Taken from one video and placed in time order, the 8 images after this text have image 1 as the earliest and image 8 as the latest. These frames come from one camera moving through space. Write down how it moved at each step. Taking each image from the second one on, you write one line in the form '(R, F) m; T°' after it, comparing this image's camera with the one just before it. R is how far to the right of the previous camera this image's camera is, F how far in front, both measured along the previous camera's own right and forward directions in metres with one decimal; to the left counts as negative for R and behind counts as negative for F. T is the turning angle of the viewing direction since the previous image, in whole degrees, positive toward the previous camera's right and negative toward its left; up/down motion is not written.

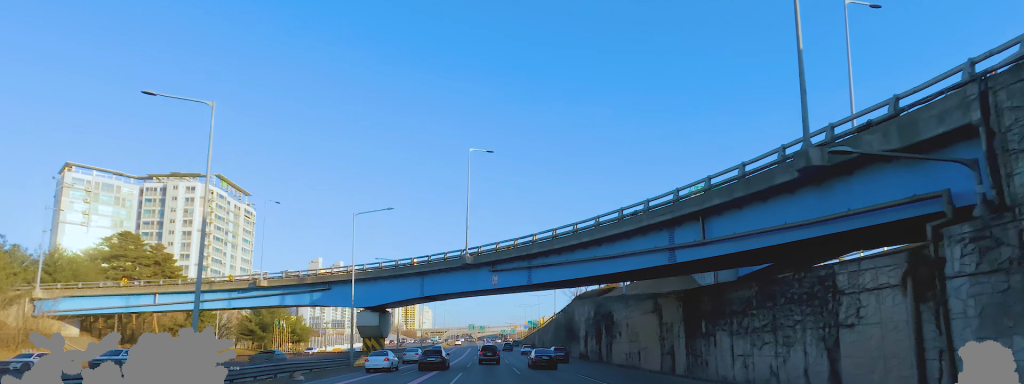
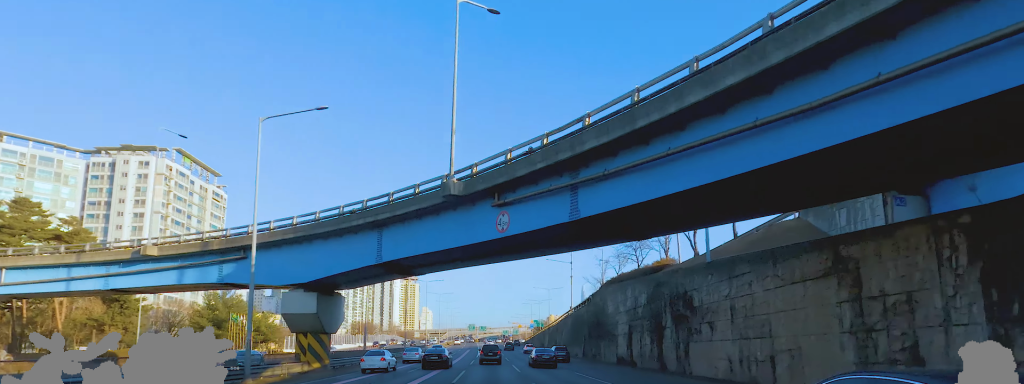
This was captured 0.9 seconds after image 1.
(+0.8, +17.6) m; -1°
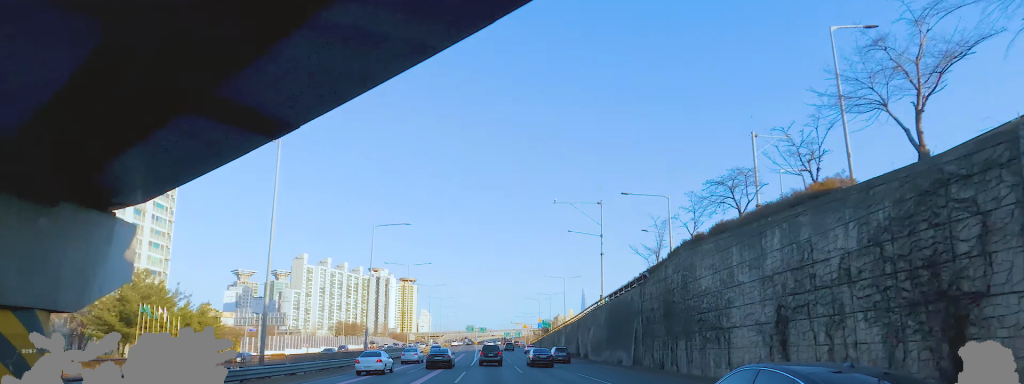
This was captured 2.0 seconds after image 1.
(-1.4, +21.3) m; -1°
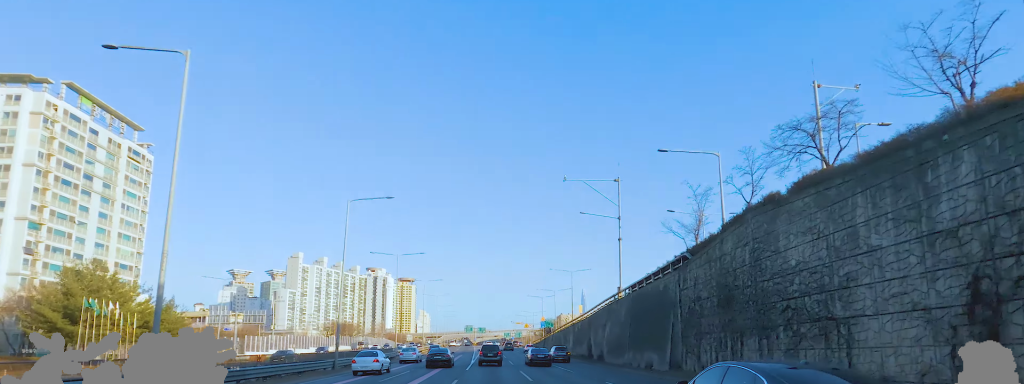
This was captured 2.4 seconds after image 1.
(-0.1, +8.2) m; +2°
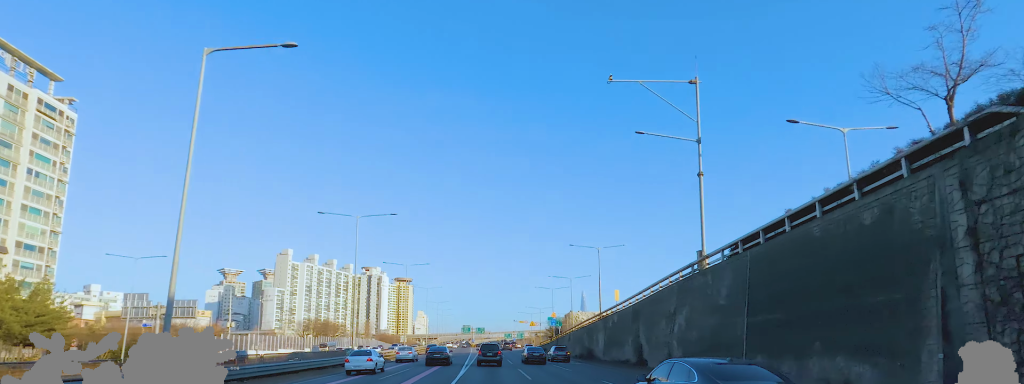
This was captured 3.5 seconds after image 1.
(+1.2, +19.4) m; +1°
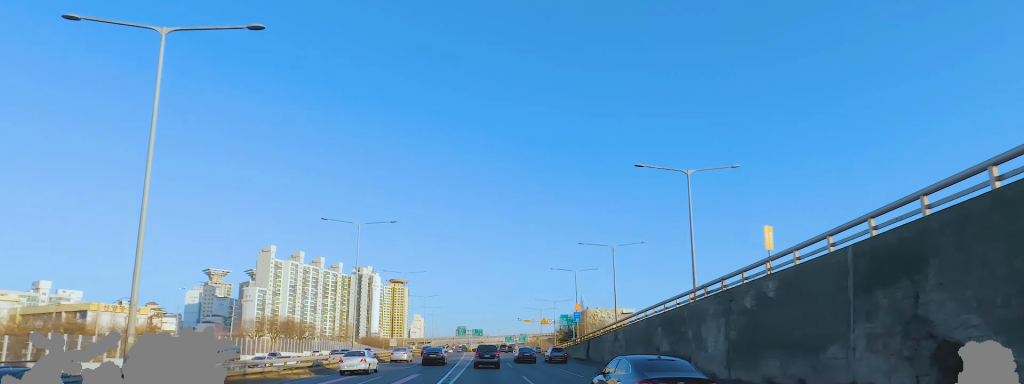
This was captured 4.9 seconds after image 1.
(-1.2, +26.5) m; -3°
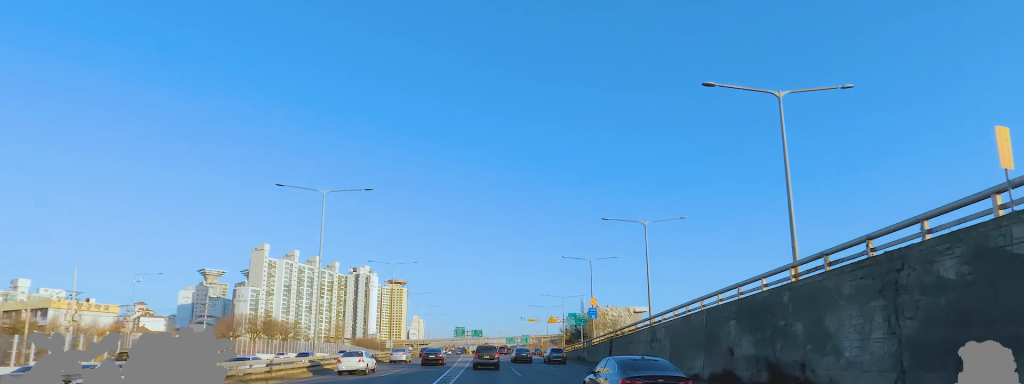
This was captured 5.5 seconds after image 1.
(+0.2, +10.0) m; 0°
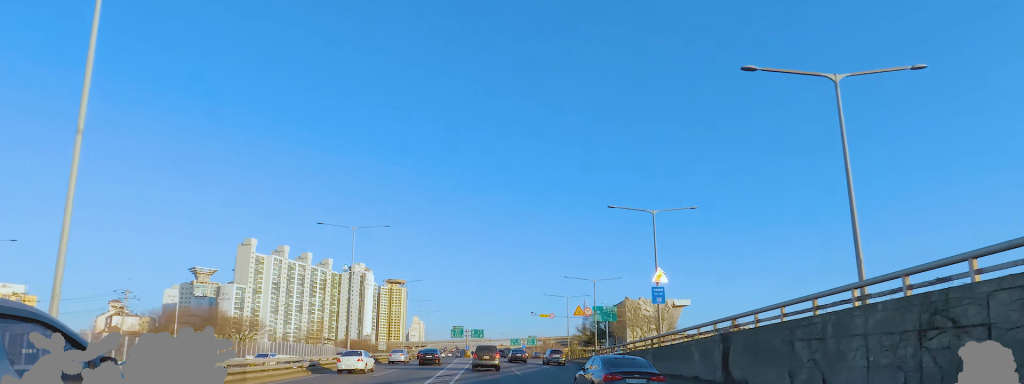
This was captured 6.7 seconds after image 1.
(-0.4, +21.5) m; -1°
